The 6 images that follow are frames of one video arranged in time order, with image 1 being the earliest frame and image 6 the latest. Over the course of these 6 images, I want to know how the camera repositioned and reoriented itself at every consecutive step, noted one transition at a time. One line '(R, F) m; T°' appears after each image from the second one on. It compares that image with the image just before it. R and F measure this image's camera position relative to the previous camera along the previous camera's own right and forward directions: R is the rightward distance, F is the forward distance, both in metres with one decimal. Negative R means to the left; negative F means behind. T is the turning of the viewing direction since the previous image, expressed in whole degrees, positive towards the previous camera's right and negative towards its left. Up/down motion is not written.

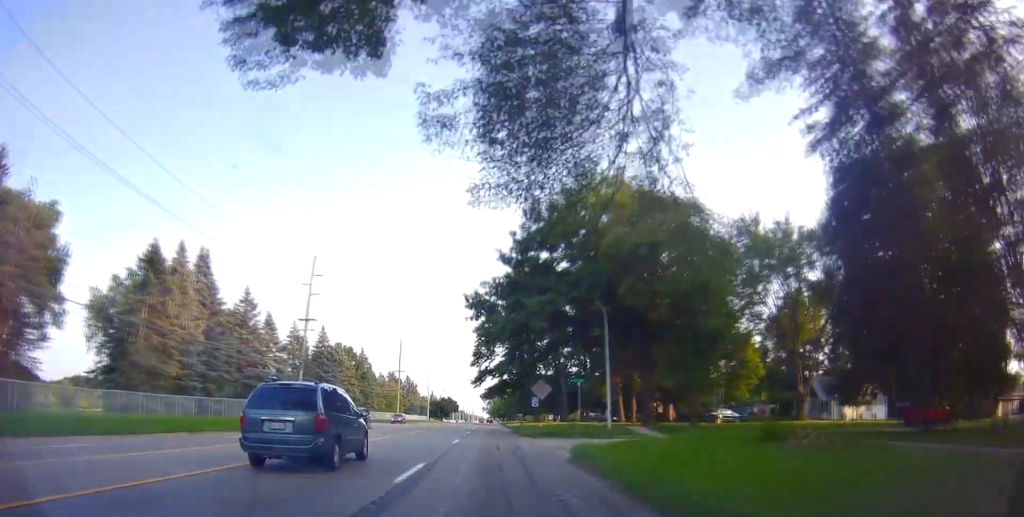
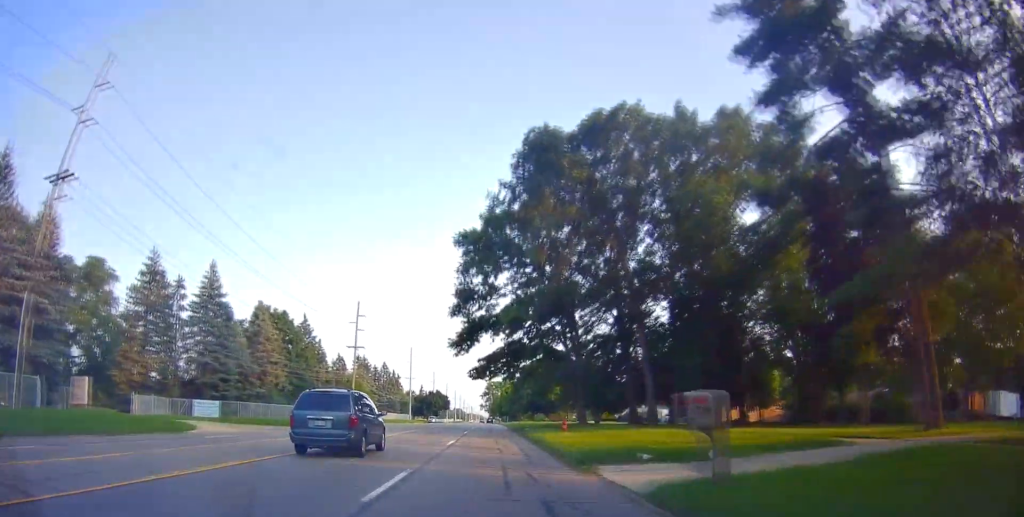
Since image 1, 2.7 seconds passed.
(-0.6, +52.1) m; -1°
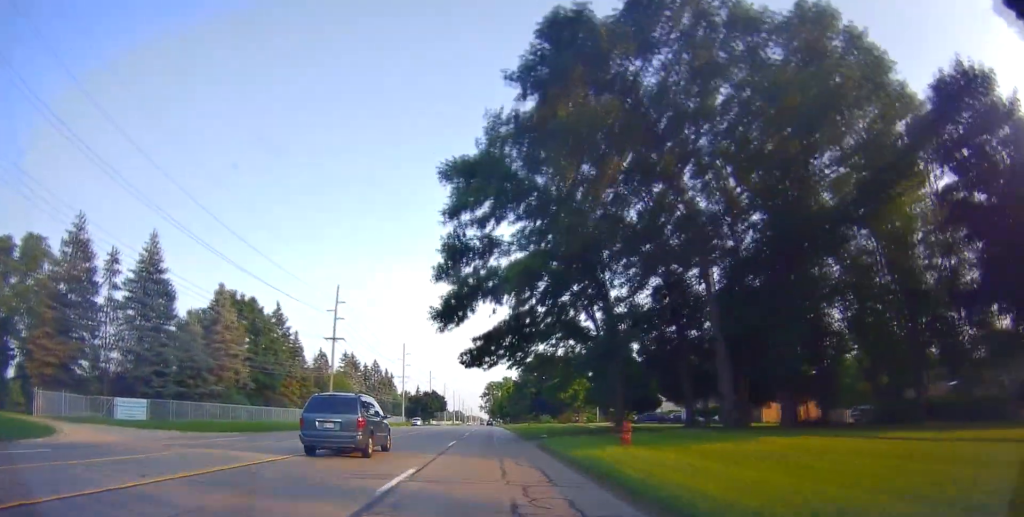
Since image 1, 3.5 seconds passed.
(0.0, +14.2) m; +1°
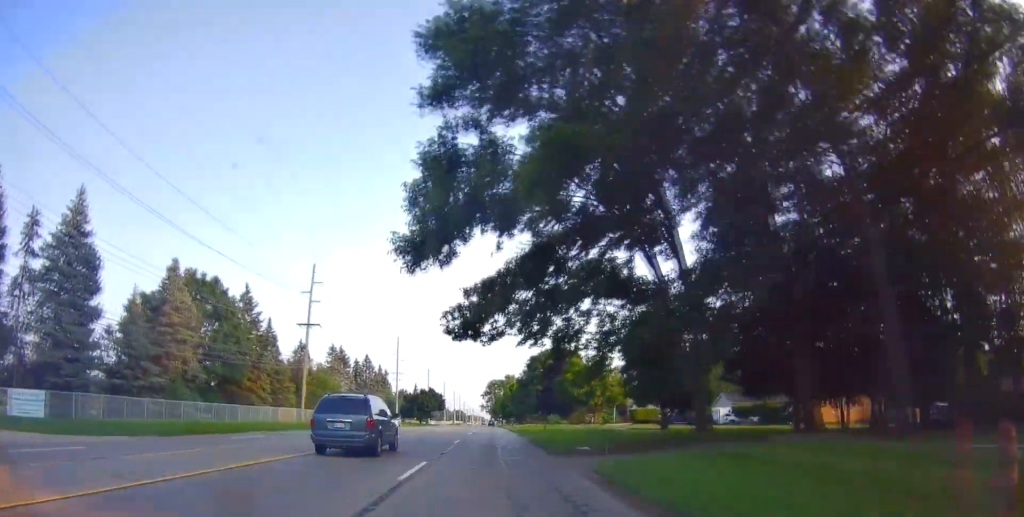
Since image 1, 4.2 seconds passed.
(+0.1, +12.8) m; +1°
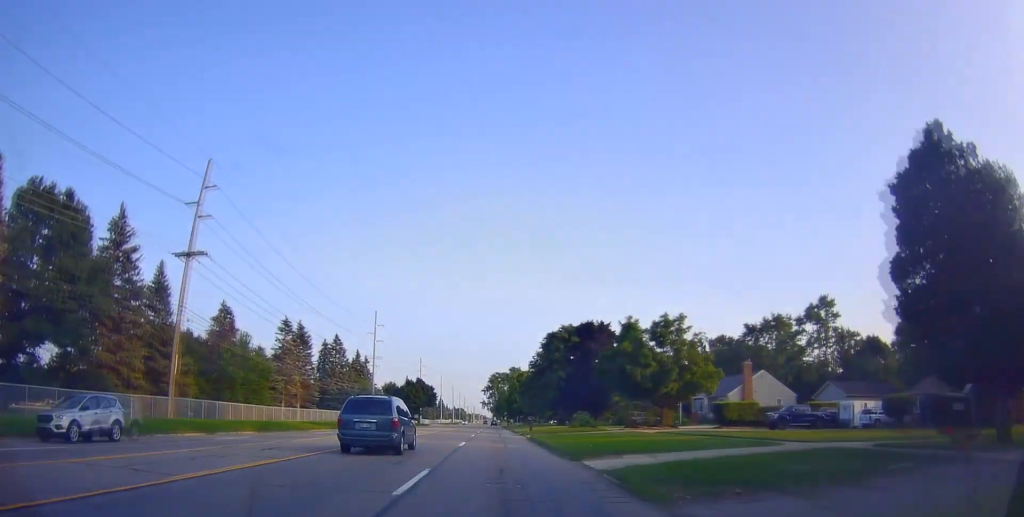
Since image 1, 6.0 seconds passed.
(-0.2, +32.0) m; -1°
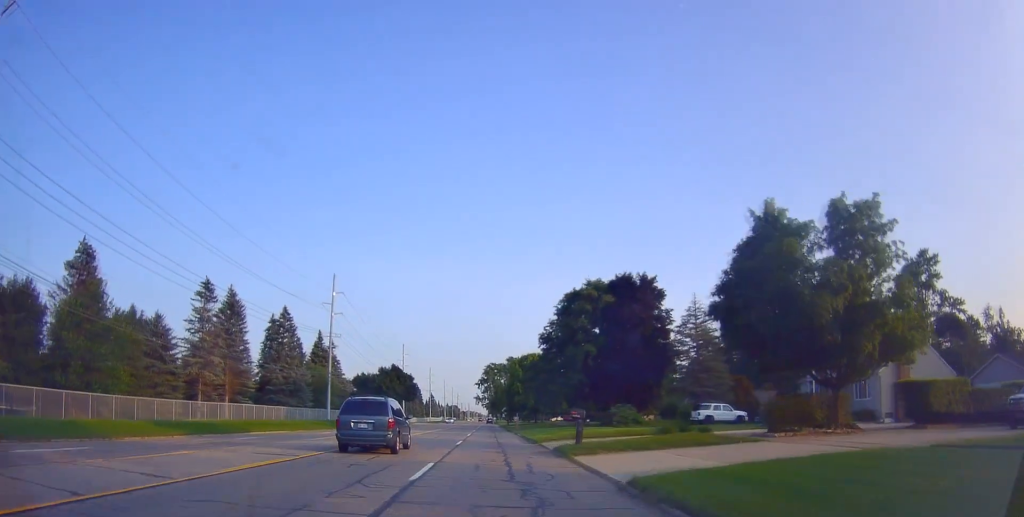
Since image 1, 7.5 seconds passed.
(-0.1, +32.1) m; 0°
